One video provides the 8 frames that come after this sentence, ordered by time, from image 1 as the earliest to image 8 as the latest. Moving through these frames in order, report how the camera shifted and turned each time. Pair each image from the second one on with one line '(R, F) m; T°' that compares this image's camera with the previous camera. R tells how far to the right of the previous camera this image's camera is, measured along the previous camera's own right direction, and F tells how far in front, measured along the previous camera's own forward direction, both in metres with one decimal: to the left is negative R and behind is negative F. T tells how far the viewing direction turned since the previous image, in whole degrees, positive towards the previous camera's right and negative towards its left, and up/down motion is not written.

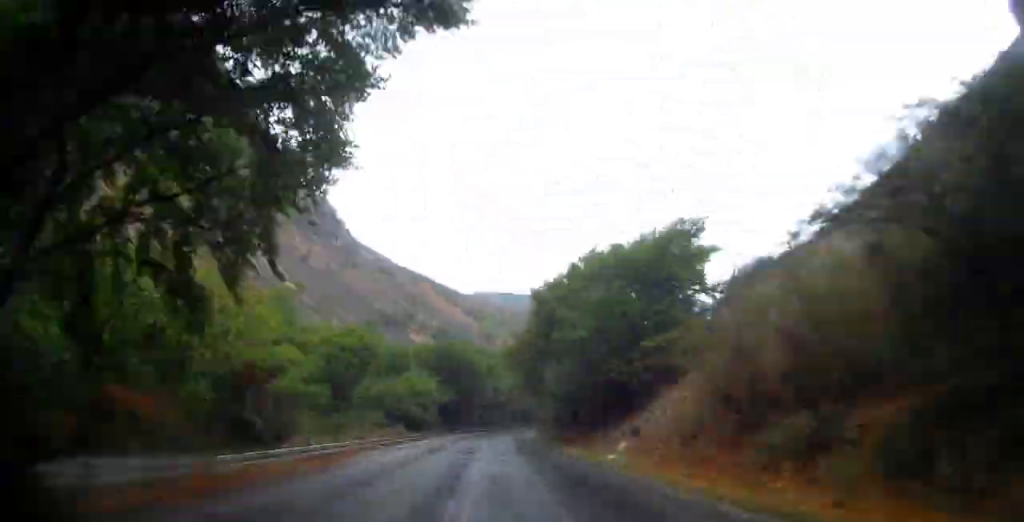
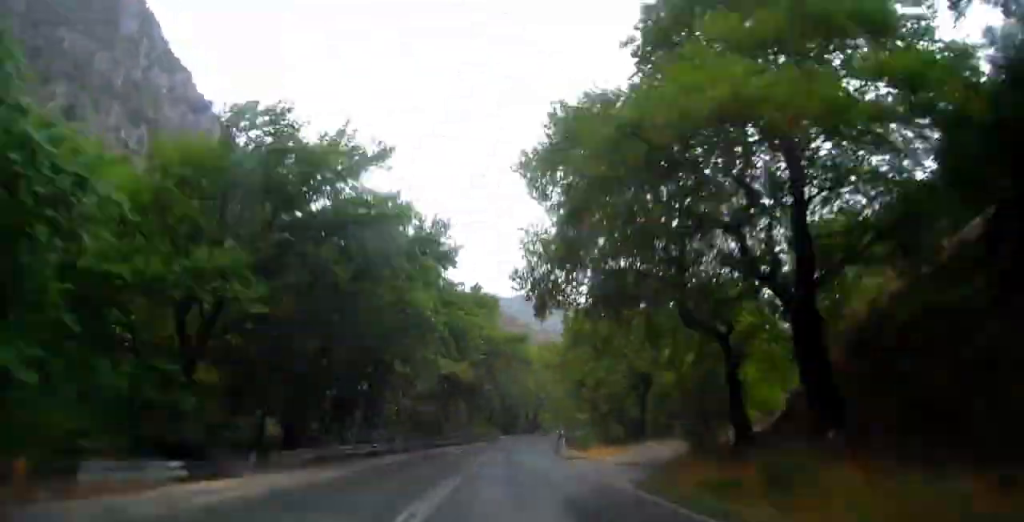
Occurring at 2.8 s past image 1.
(+5.3, +60.6) m; +14°
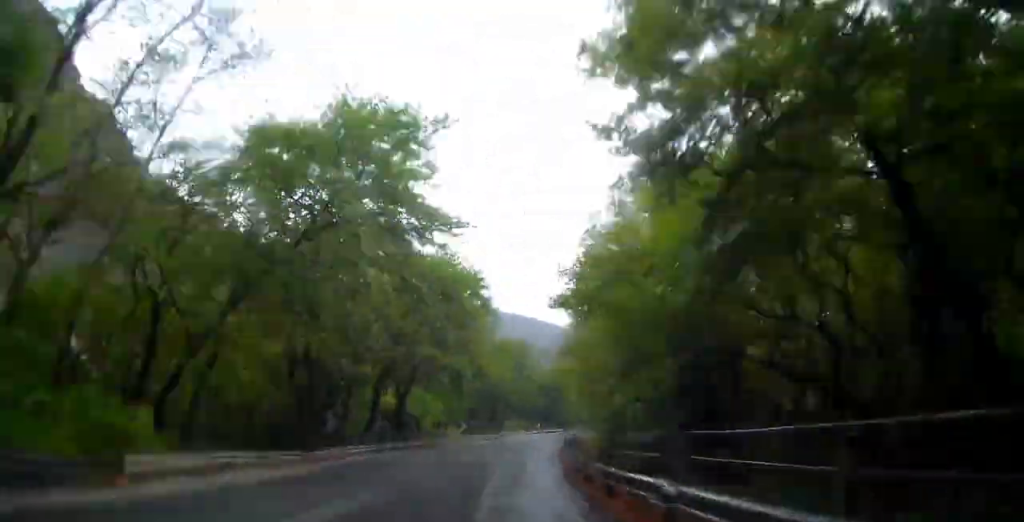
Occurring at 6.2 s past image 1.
(+9.8, +75.4) m; +16°
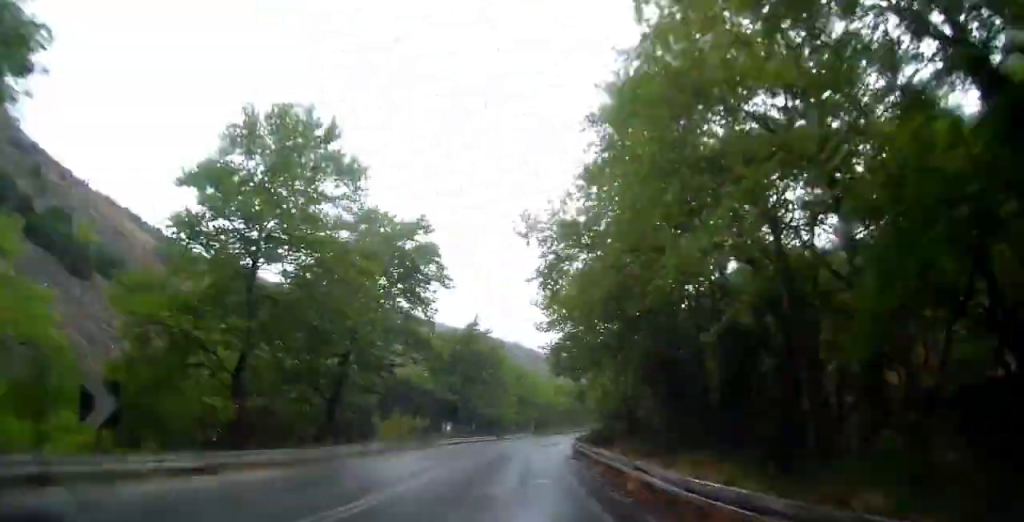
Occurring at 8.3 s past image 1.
(+5.3, +50.1) m; +8°
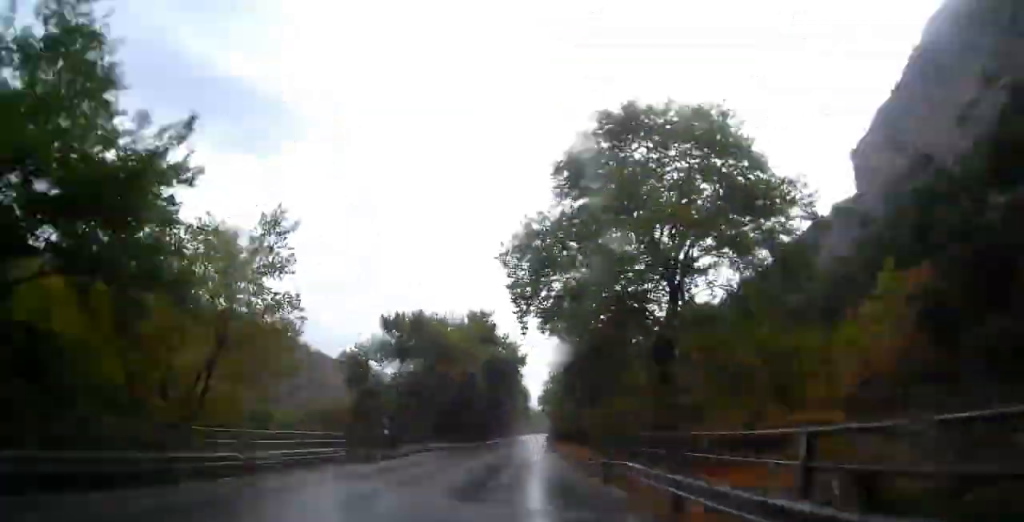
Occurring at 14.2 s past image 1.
(+24.1, +144.0) m; +11°
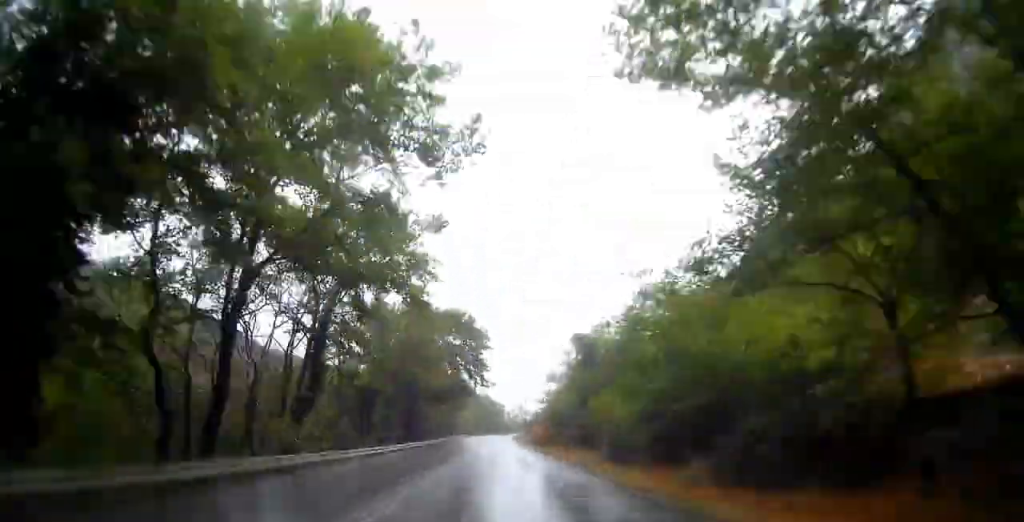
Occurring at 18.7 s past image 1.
(+1.5, +108.5) m; +3°
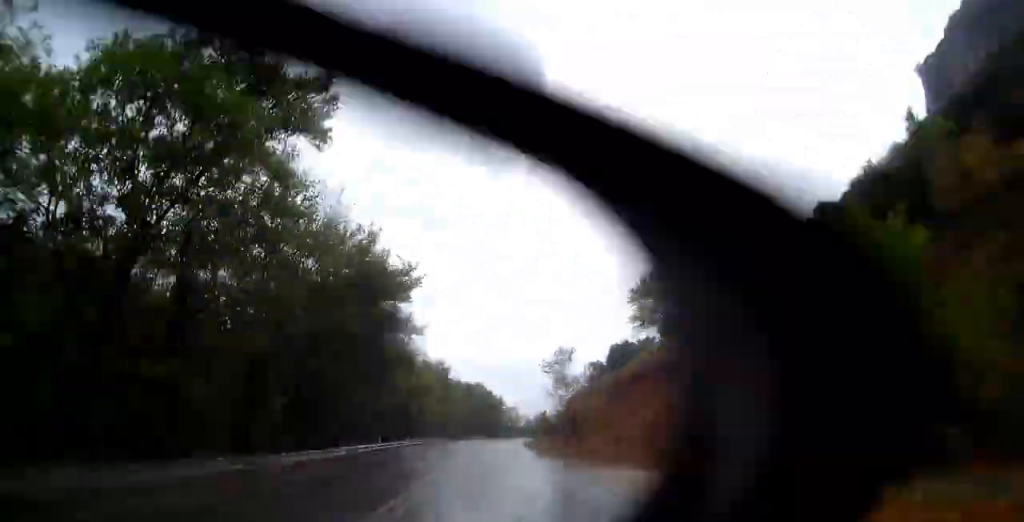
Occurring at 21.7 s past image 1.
(+1.1, +64.3) m; +4°
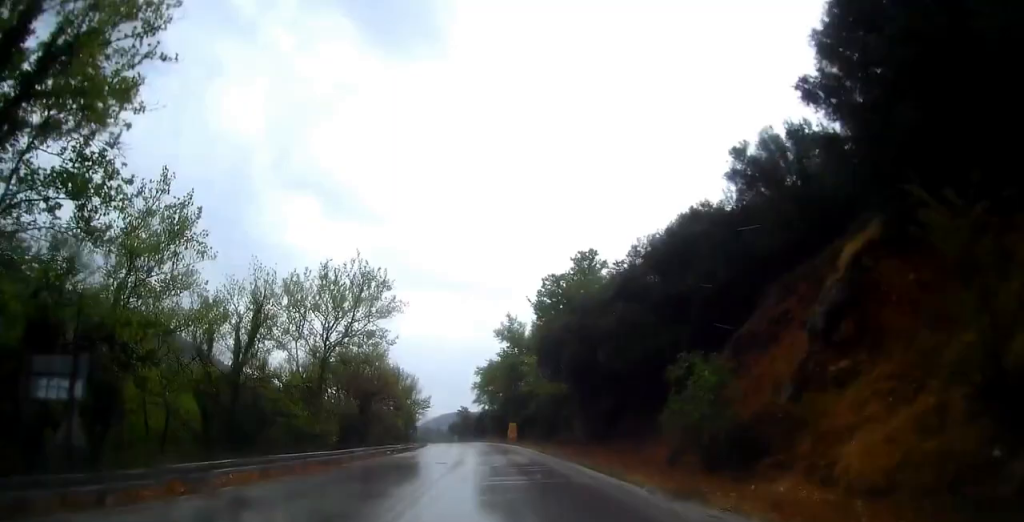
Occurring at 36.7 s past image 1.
(+39.4, +338.1) m; +6°
